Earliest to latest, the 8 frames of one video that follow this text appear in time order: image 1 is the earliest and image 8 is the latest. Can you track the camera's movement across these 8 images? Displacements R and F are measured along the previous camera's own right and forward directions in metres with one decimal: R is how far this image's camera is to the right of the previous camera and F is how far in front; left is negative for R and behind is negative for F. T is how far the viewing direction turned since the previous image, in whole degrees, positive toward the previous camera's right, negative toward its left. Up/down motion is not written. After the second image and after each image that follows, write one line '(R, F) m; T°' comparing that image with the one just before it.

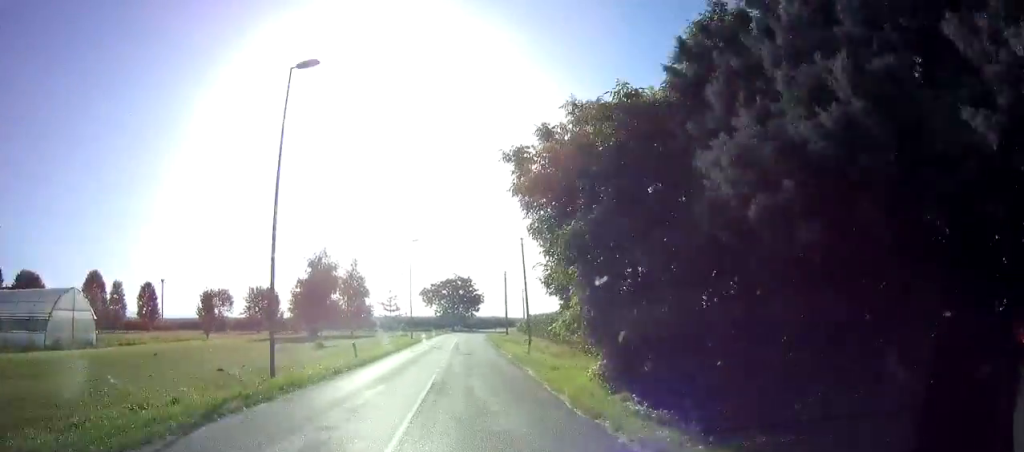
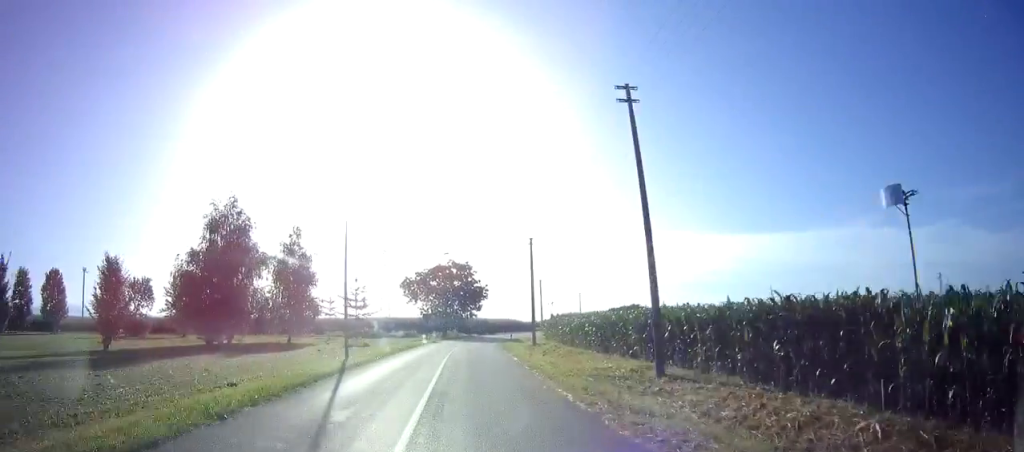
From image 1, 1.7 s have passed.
(0.0, +27.2) m; 0°
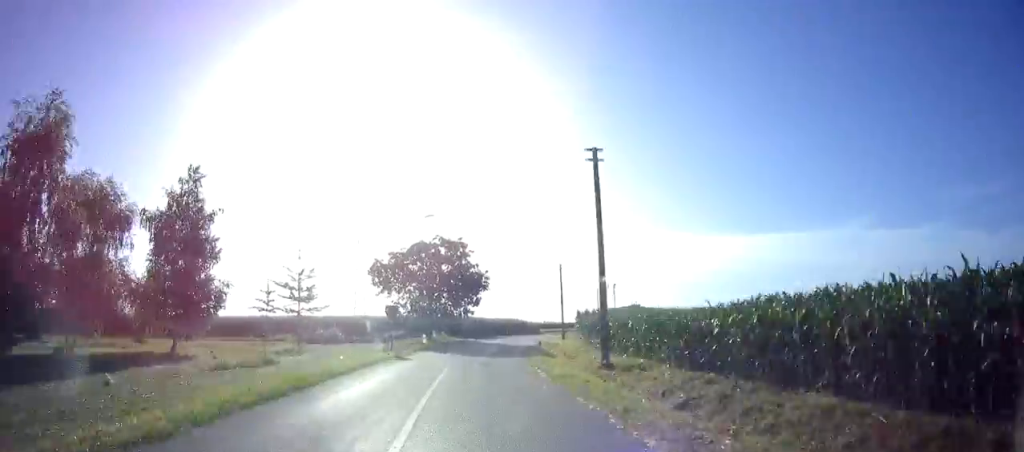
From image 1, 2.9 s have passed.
(0.0, +19.8) m; +3°
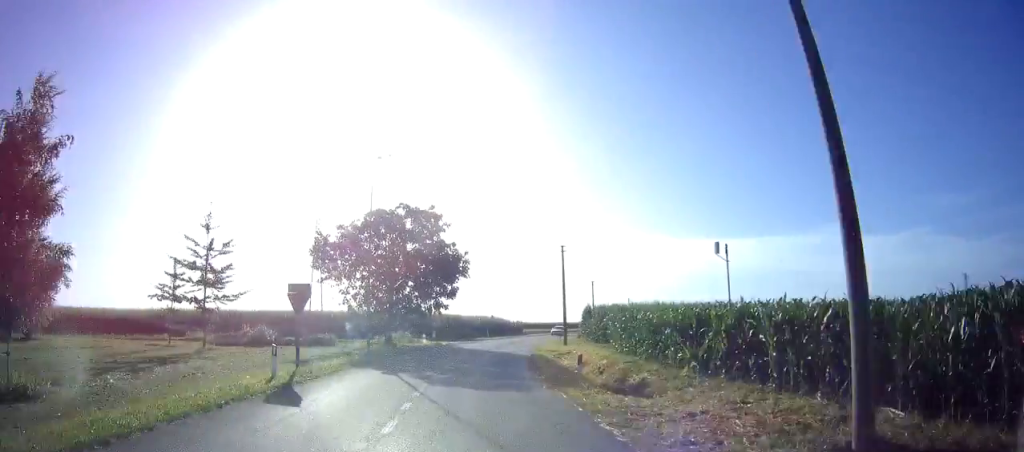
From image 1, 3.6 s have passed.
(+0.6, +12.8) m; +2°
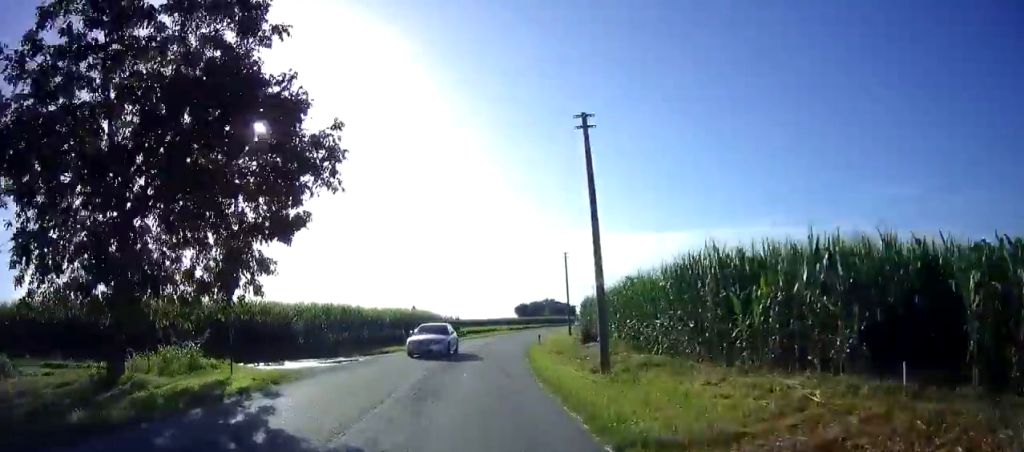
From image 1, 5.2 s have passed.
(+1.0, +26.4) m; +6°
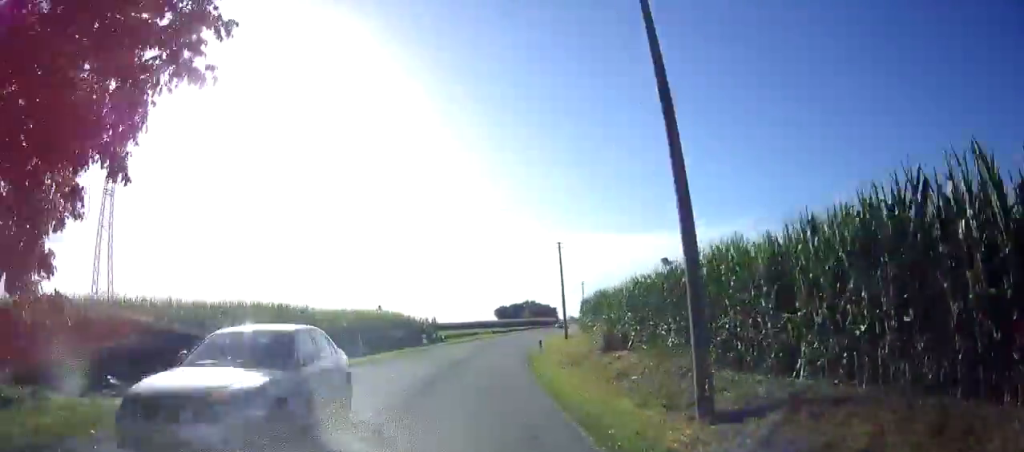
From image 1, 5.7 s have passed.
(+0.3, +7.6) m; +2°
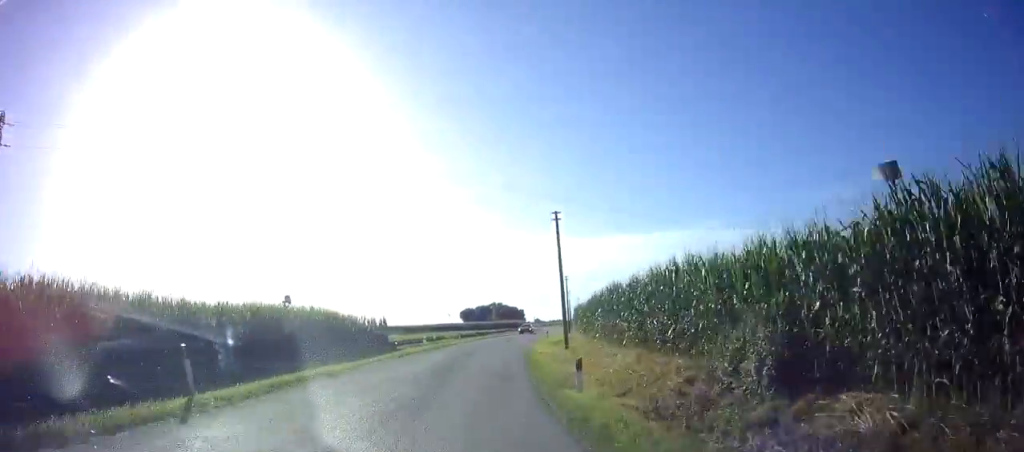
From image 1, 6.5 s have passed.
(+0.4, +12.6) m; +3°
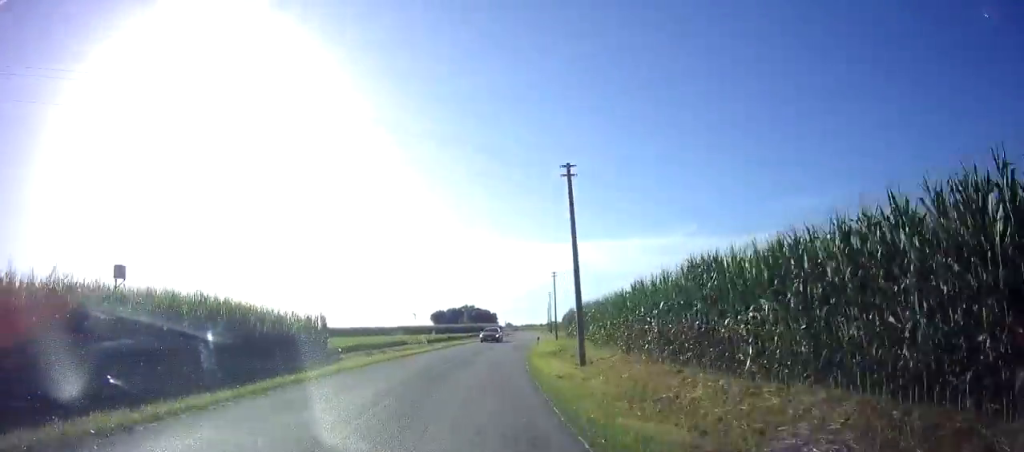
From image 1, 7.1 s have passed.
(0.0, +9.9) m; +3°
